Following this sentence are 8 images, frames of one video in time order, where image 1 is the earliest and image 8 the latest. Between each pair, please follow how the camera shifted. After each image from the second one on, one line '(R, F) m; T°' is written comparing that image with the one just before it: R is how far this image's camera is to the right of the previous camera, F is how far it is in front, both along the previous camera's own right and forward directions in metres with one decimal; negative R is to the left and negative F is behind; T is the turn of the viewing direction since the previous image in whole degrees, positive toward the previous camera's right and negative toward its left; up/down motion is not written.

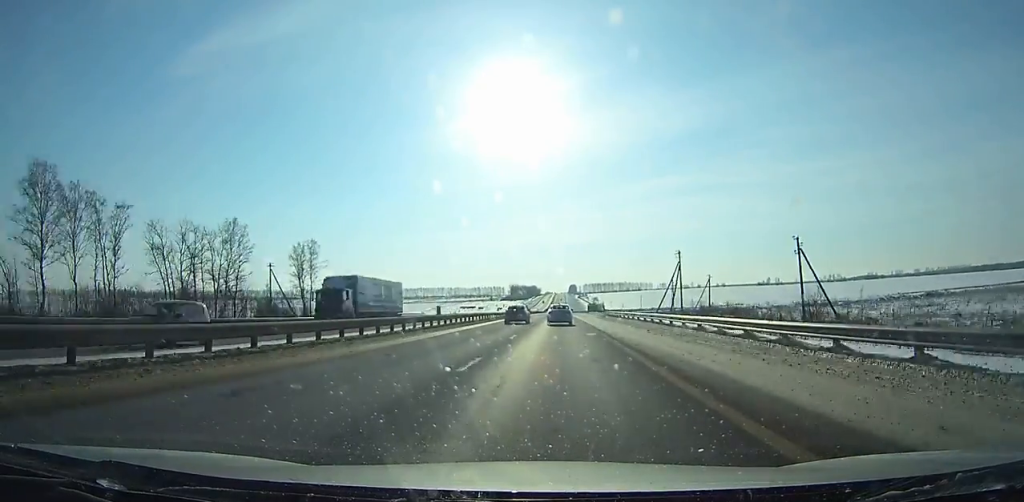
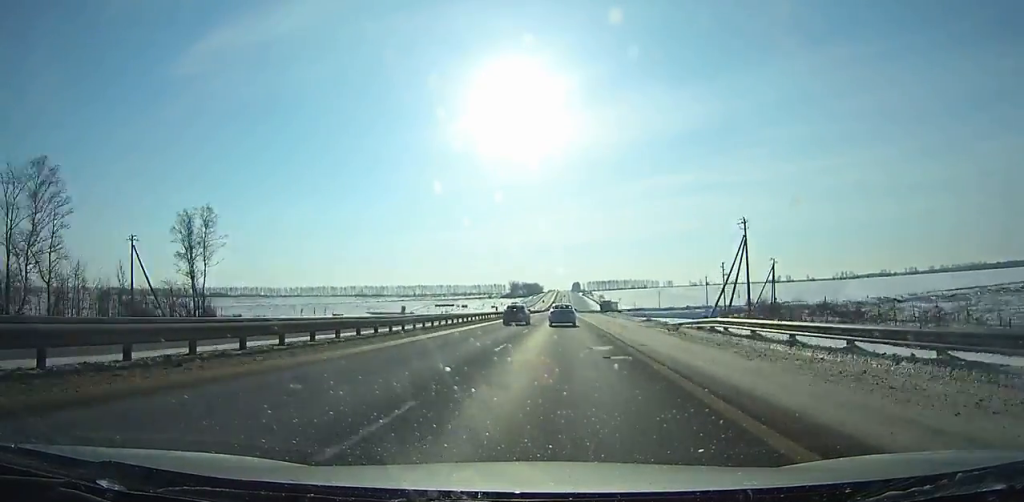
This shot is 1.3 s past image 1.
(0.0, +43.4) m; 0°
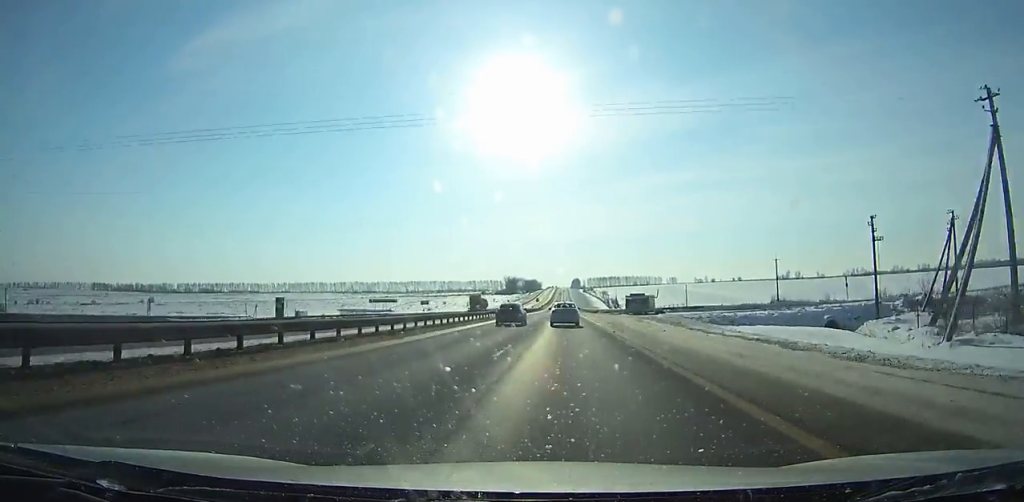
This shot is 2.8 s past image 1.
(+0.1, +50.1) m; 0°
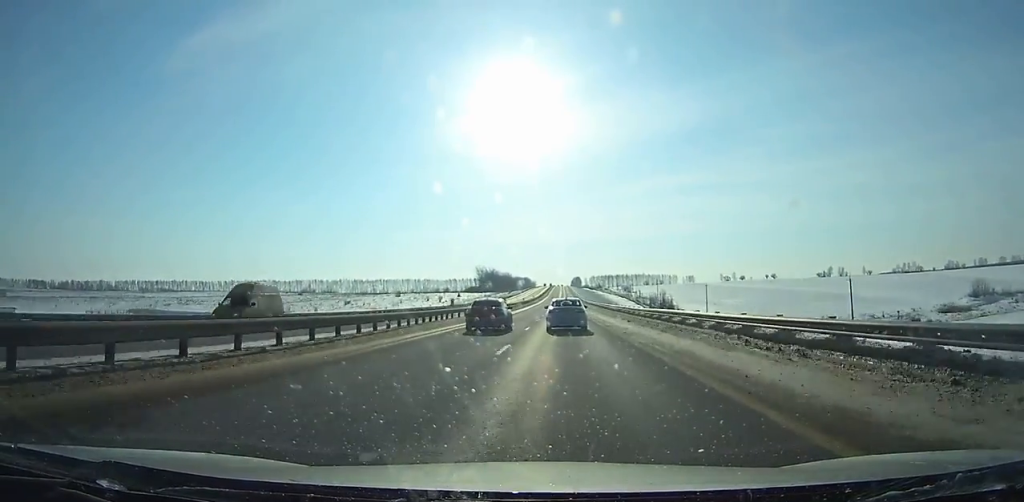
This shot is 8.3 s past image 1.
(-0.2, +183.6) m; 0°
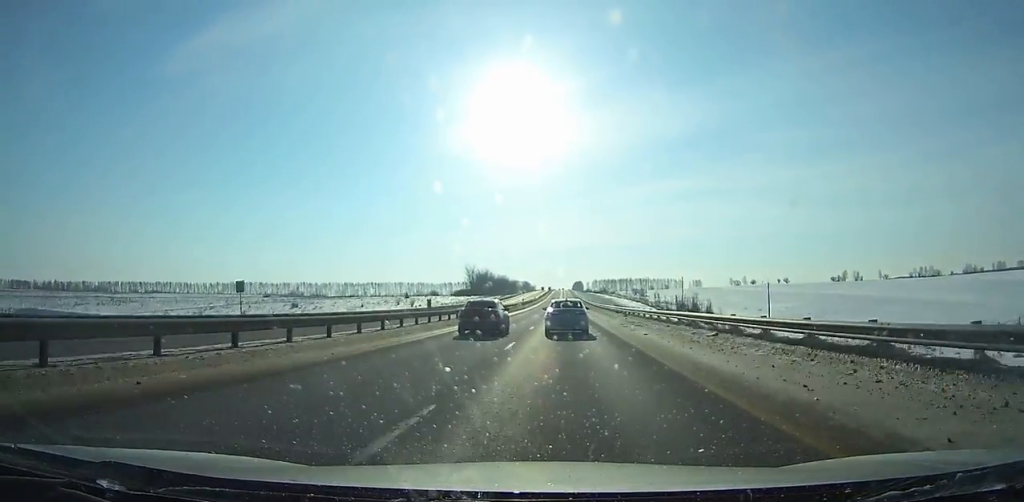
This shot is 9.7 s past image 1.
(0.0, +46.5) m; 0°
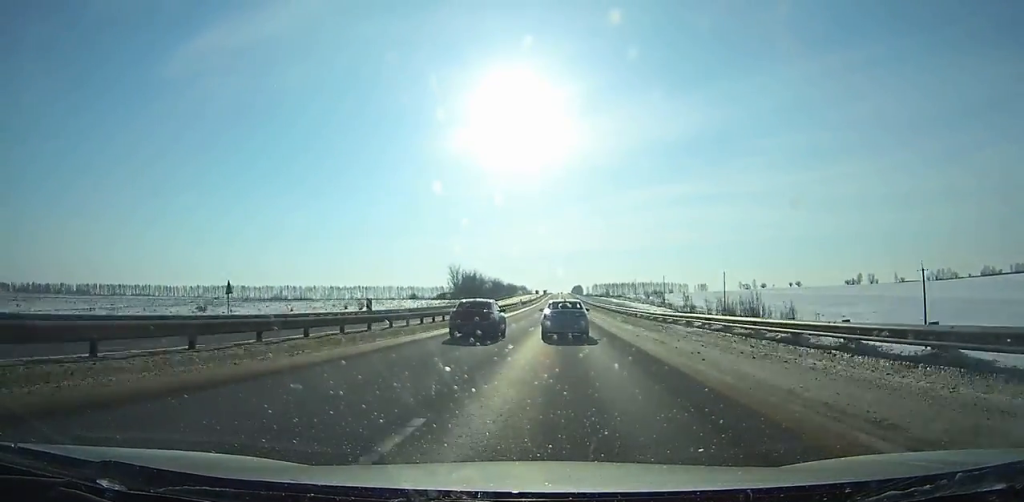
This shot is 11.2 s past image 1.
(0.0, +49.6) m; 0°
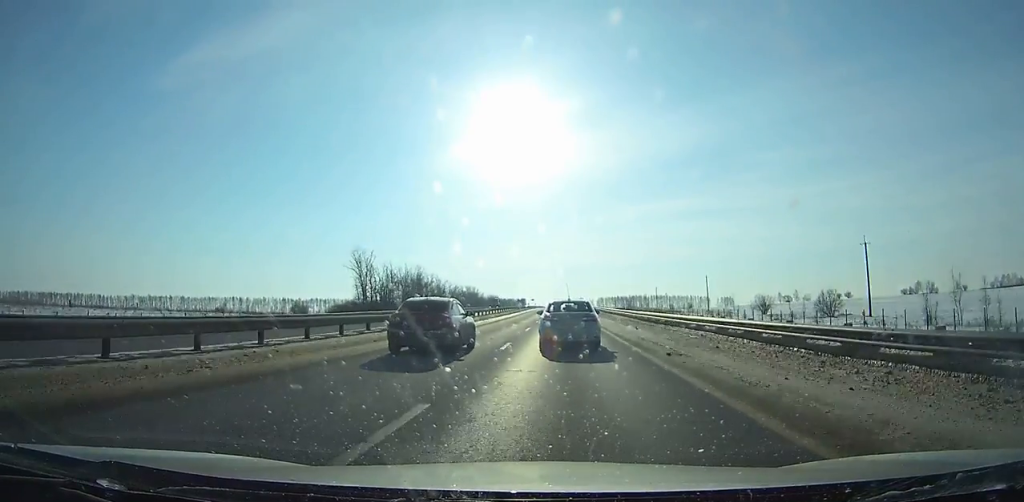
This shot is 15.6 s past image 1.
(+0.7, +143.9) m; 0°
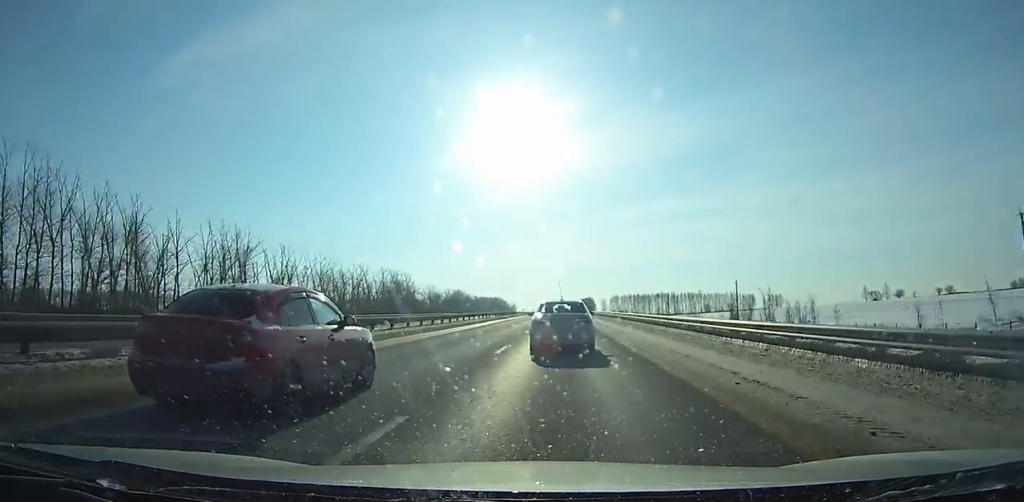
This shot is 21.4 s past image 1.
(-1.4, +185.2) m; -1°
